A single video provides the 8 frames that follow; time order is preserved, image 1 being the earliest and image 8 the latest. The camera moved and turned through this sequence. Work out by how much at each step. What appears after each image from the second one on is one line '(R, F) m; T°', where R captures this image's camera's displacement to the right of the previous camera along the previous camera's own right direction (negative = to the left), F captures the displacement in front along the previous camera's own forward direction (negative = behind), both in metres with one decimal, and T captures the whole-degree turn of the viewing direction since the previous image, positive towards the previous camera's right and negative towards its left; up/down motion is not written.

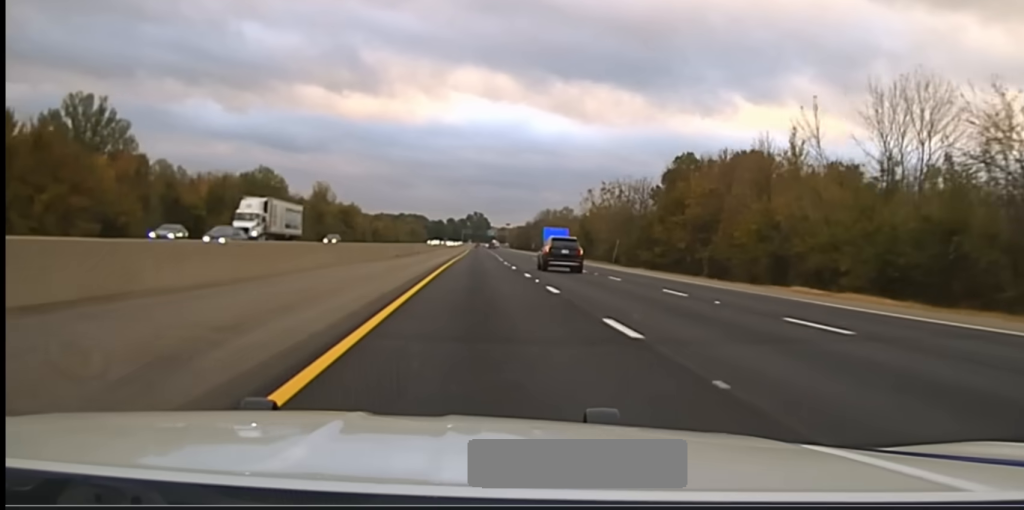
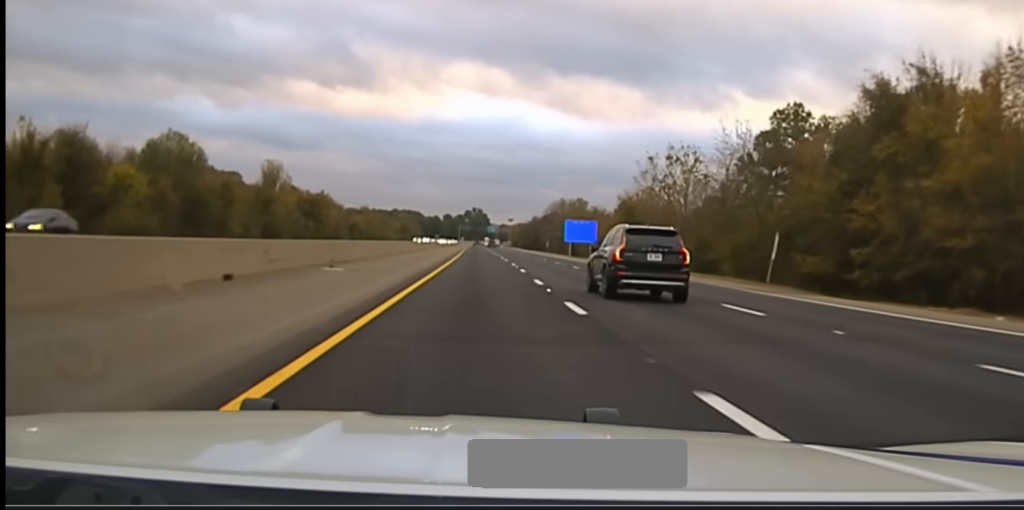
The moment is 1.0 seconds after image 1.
(+0.1, +57.2) m; 0°
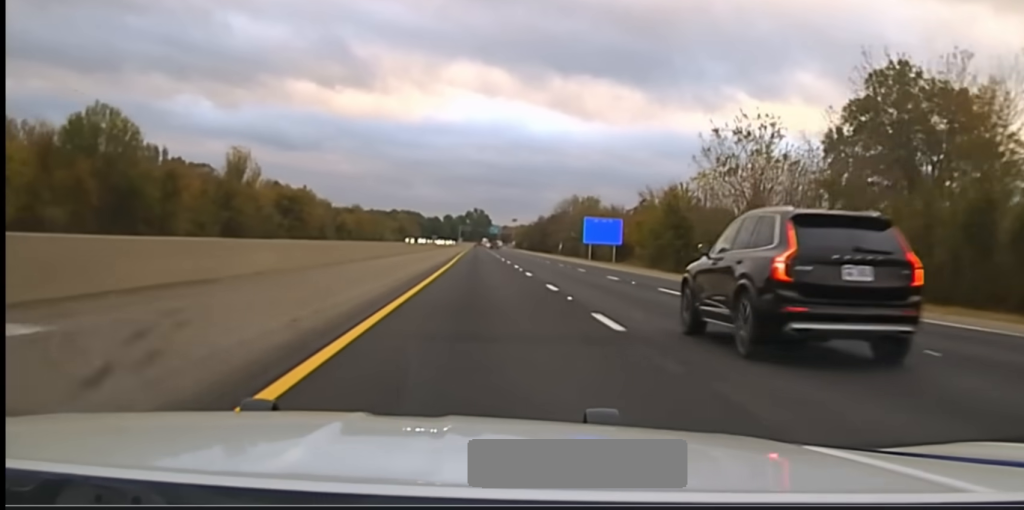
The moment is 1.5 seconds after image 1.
(0.0, +27.8) m; 0°
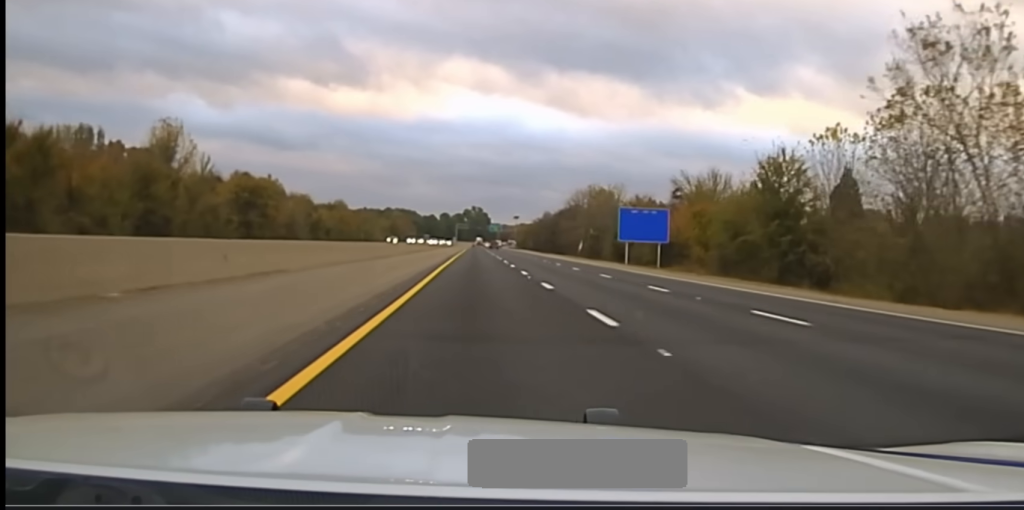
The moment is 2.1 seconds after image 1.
(0.0, +34.0) m; 0°
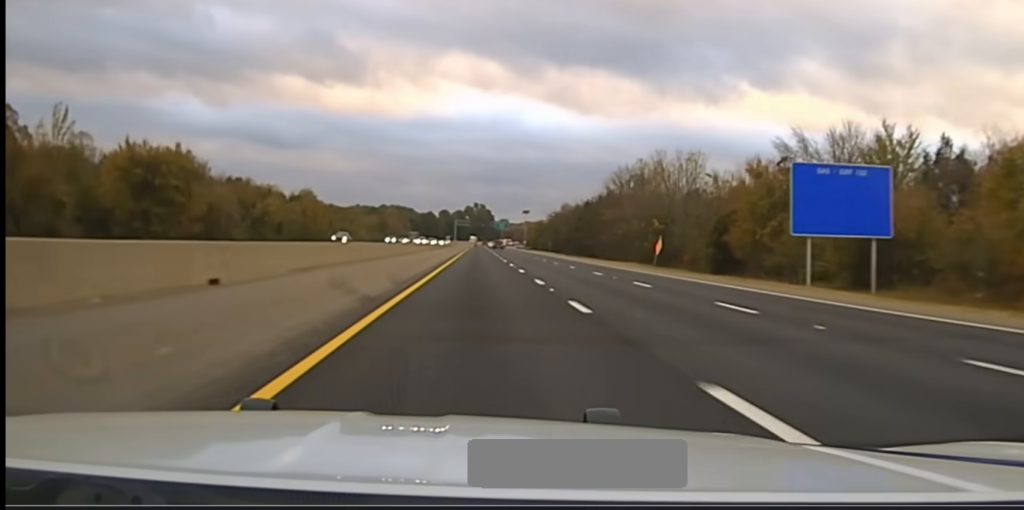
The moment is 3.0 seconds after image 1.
(+0.1, +52.2) m; 0°
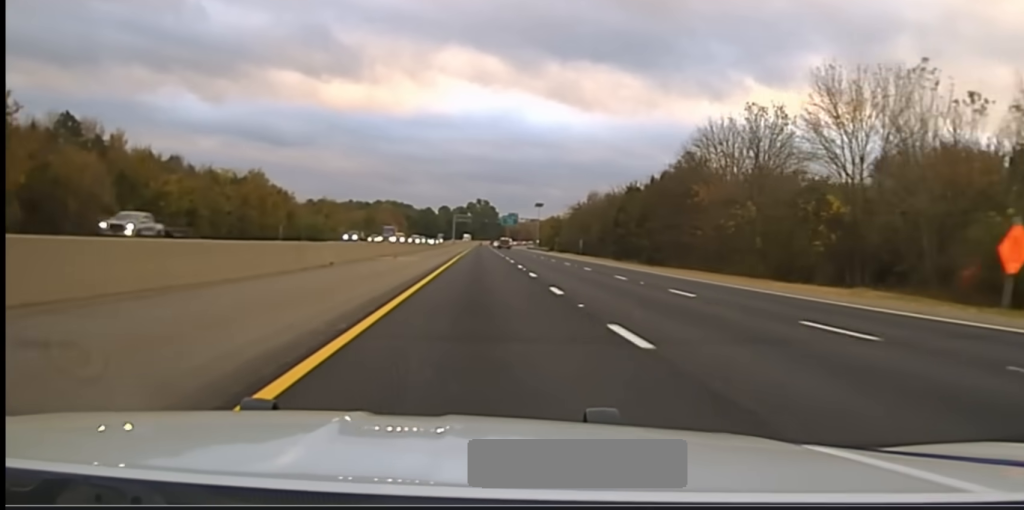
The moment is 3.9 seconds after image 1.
(-0.1, +47.6) m; 0°
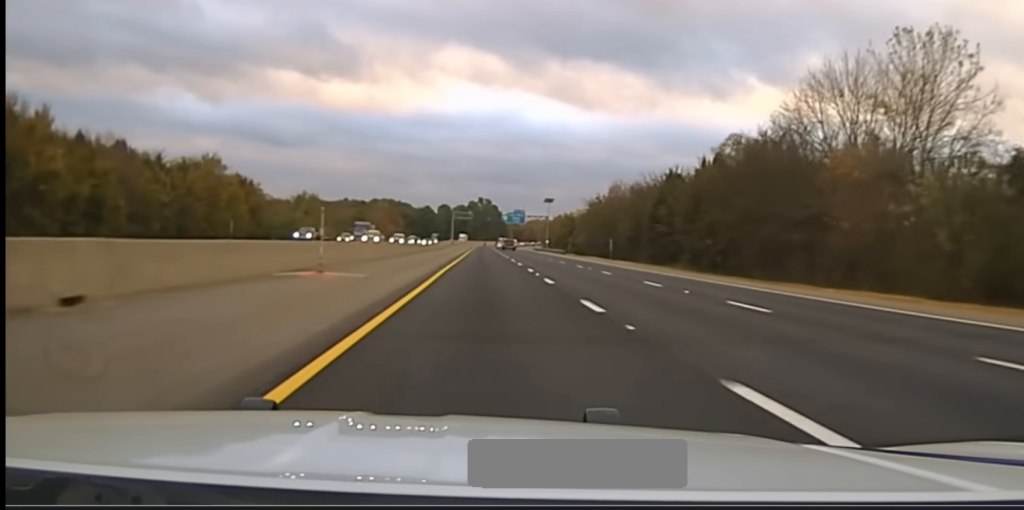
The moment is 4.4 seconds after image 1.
(-0.1, +28.8) m; 0°
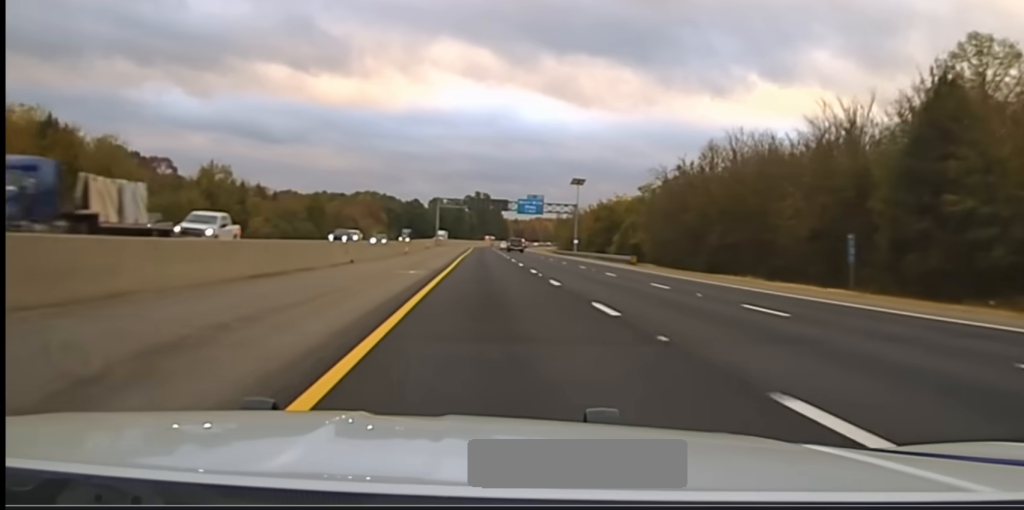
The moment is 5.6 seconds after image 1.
(-0.1, +80.0) m; 0°
